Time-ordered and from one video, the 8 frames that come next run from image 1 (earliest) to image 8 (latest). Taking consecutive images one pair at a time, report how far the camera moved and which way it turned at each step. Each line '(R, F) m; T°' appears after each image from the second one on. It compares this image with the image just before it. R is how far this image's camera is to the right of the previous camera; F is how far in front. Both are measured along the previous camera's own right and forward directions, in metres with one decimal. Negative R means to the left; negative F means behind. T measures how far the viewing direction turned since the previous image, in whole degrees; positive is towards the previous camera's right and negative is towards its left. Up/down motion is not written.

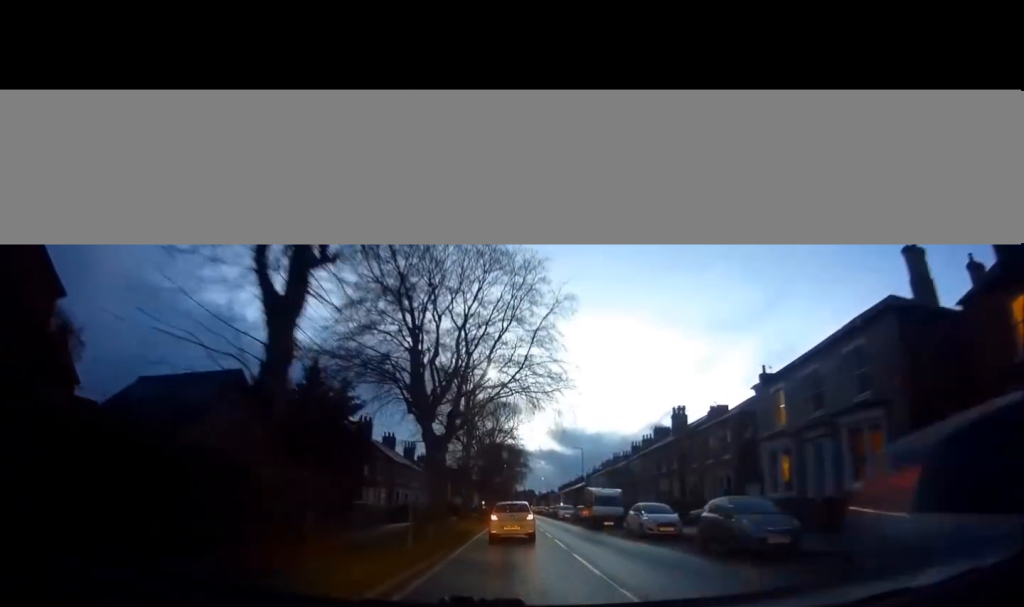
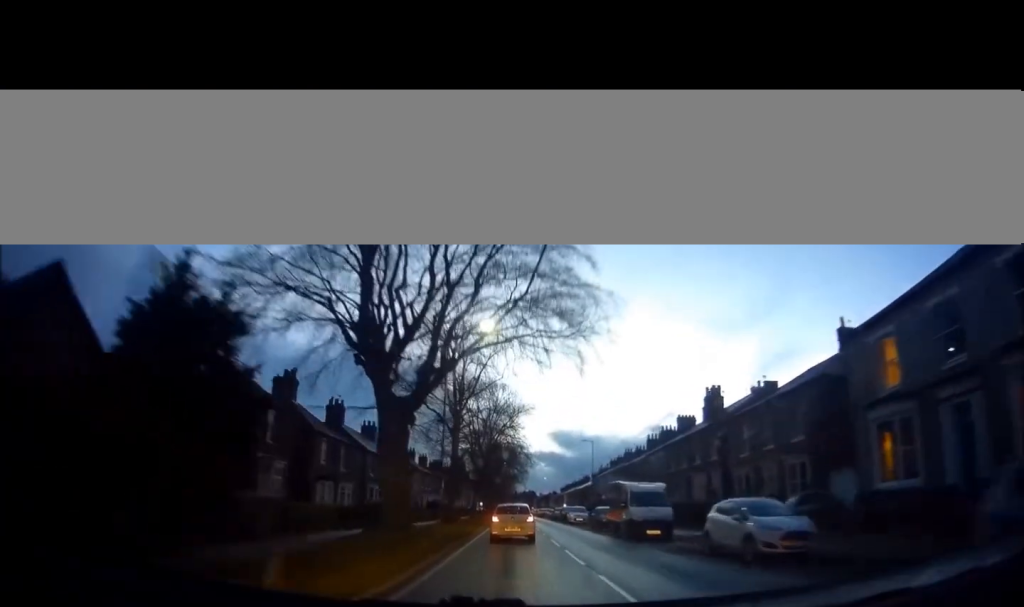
(+0.1, +10.2) m; +1°
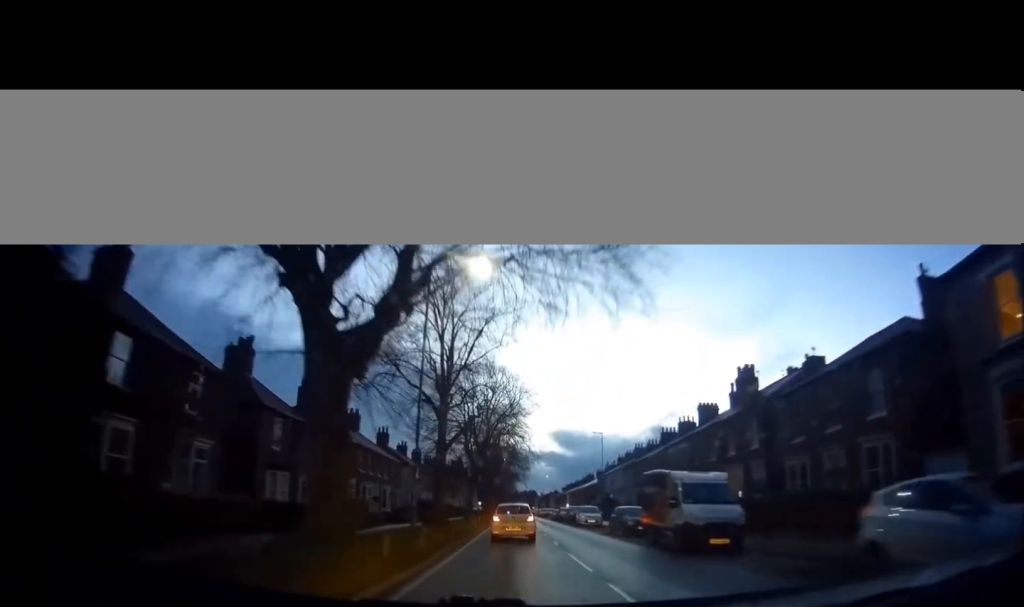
(0.0, +7.0) m; +1°
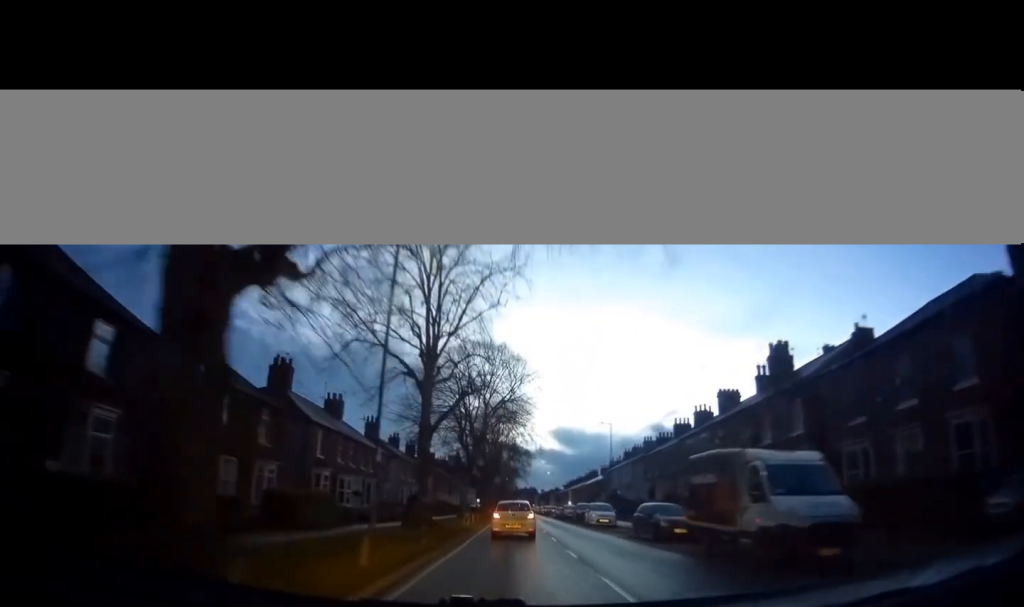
(0.0, +5.9) m; 0°
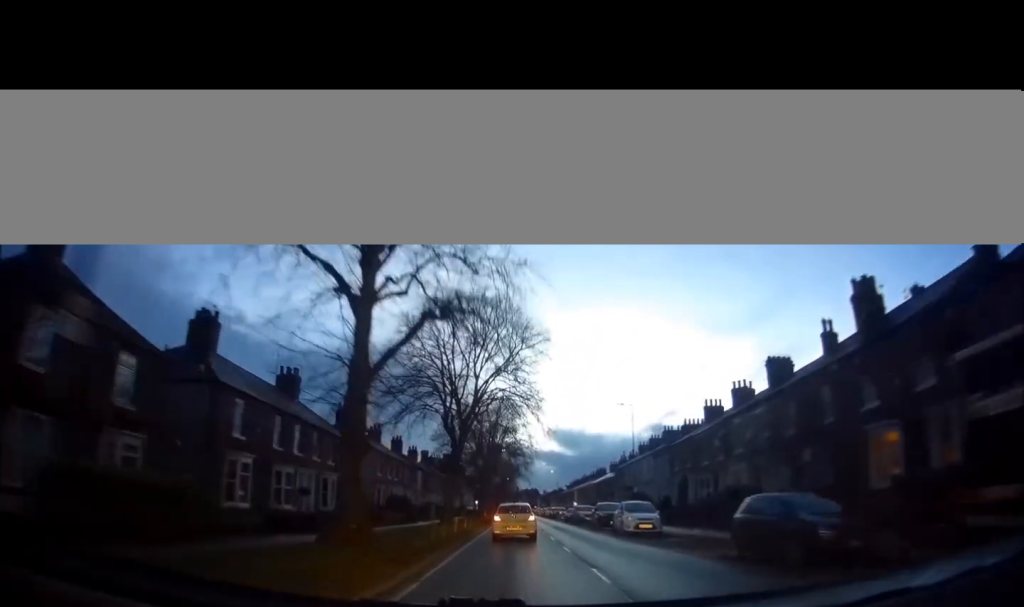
(0.0, +10.3) m; -1°
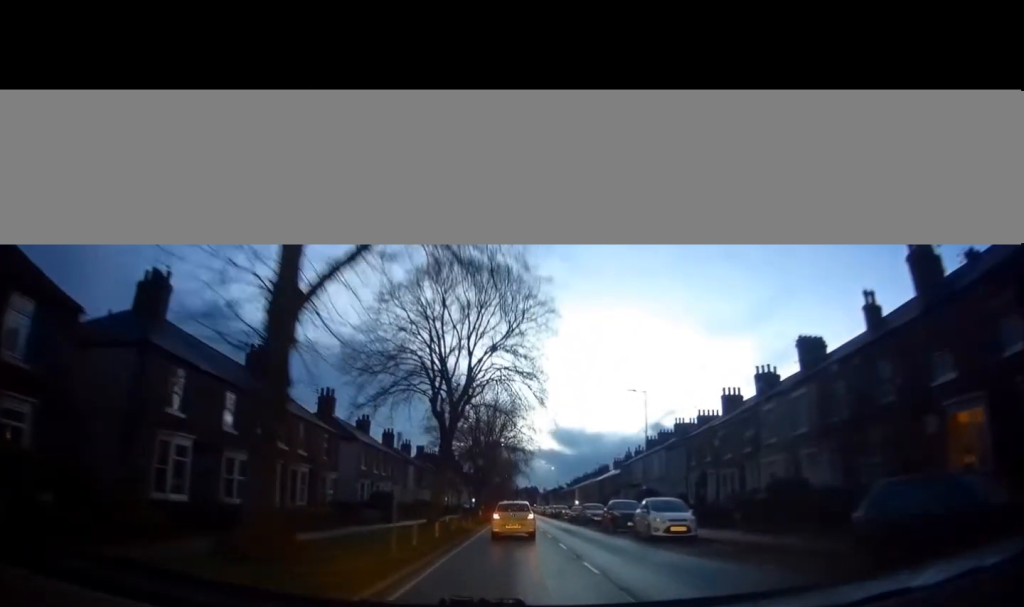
(-0.1, +5.2) m; 0°
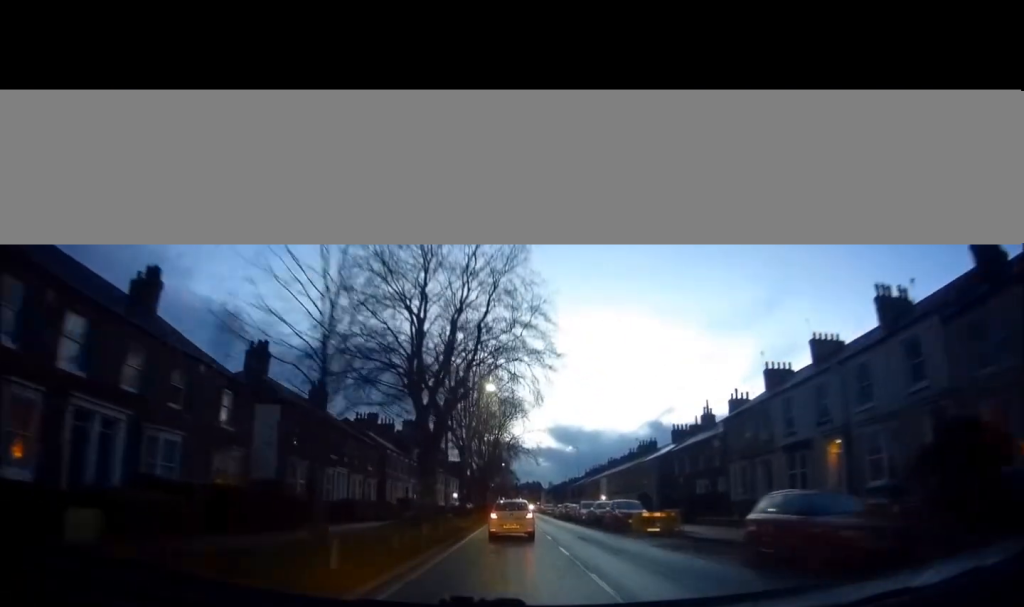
(+0.8, +37.2) m; +1°
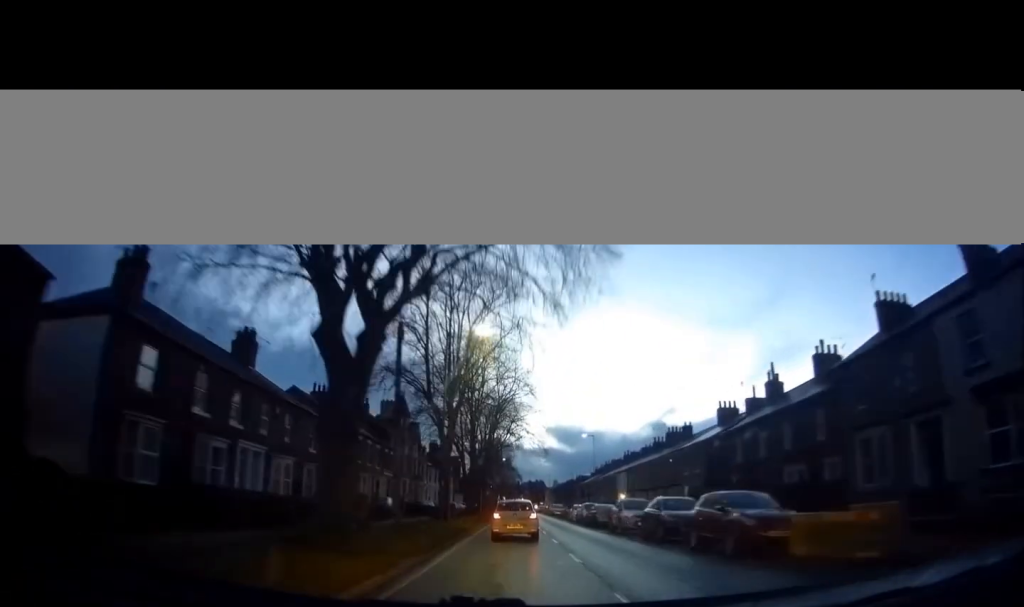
(-0.2, +14.2) m; -1°
